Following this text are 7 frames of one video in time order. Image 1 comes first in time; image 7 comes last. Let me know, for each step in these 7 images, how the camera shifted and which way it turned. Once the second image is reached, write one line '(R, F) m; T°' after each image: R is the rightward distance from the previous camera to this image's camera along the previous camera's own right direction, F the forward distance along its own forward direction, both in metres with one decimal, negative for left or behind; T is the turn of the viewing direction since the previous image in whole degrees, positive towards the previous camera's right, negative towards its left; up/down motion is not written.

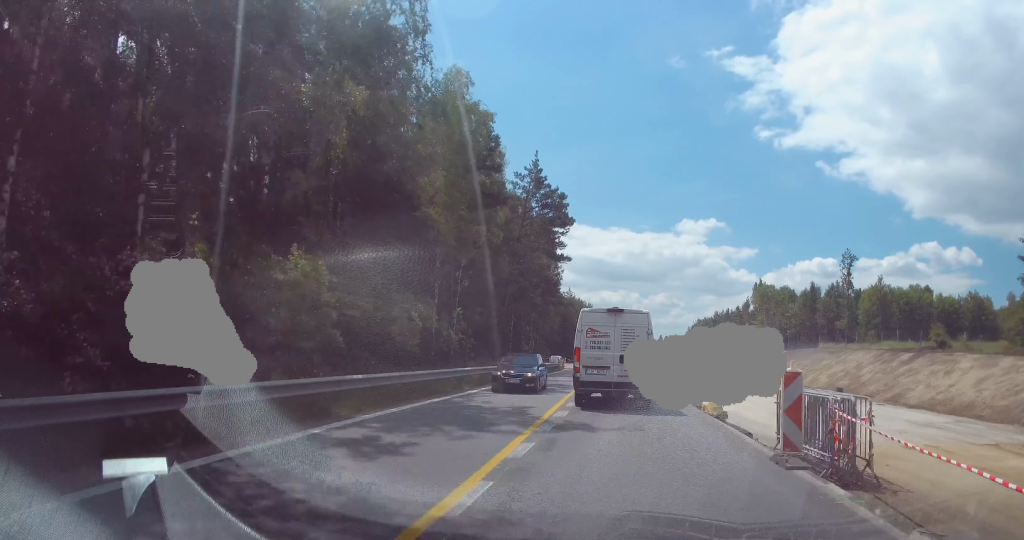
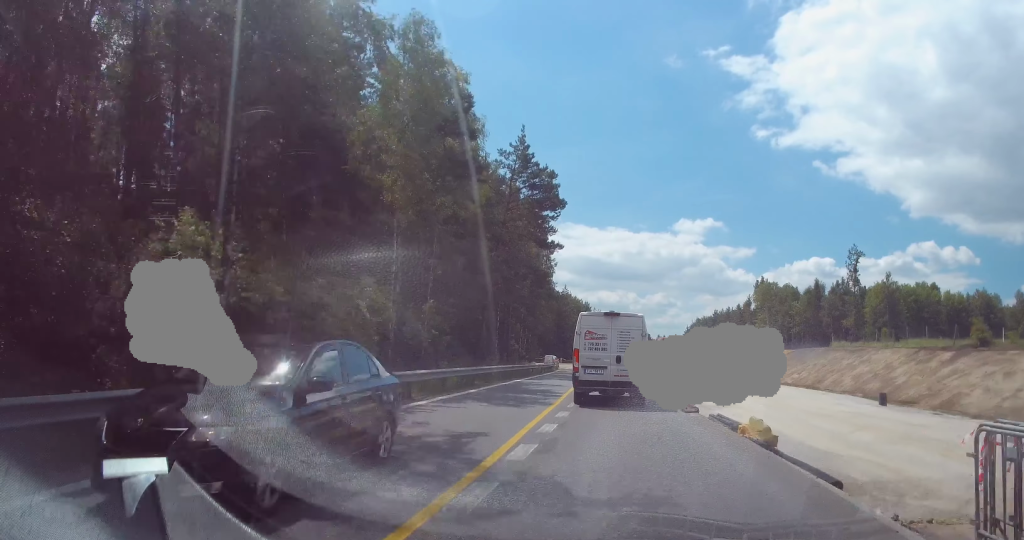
(0.0, +5.9) m; 0°
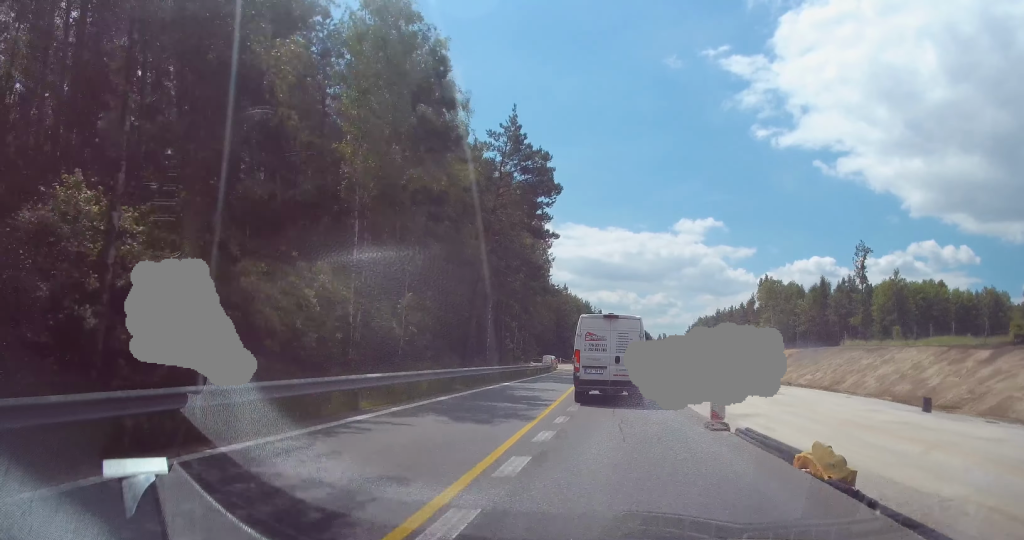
(+0.2, +4.3) m; 0°
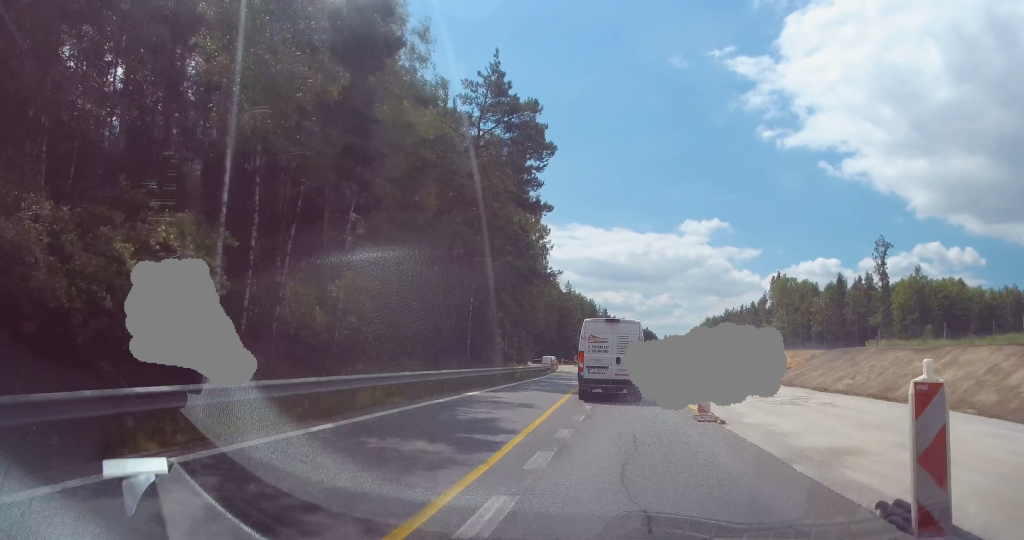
(-0.2, +8.5) m; 0°
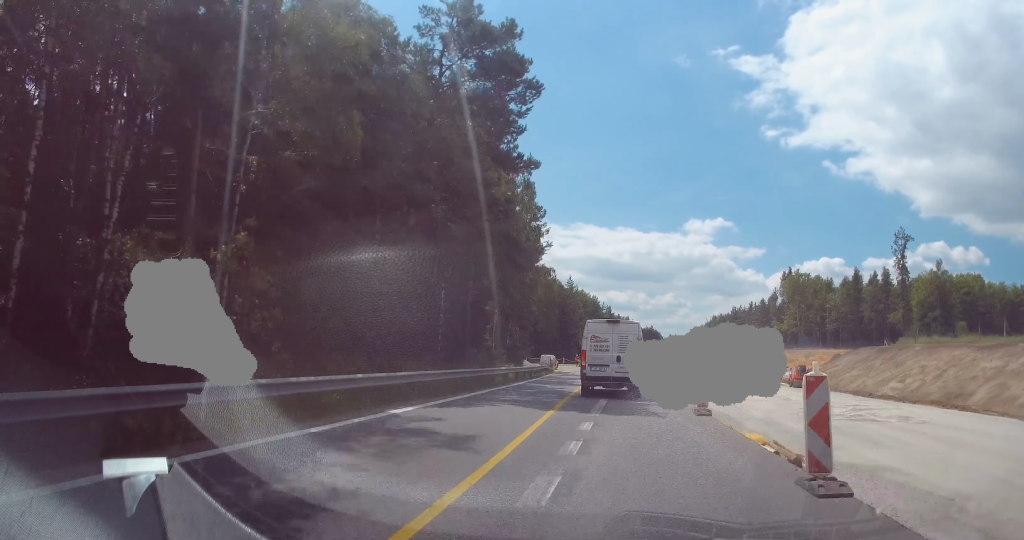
(+0.2, +8.1) m; 0°
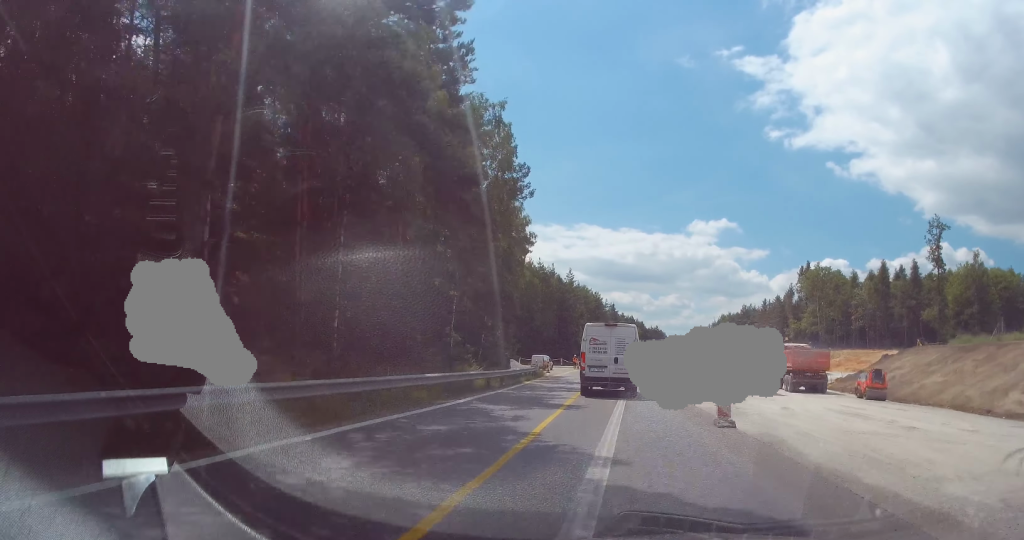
(-0.3, +13.3) m; -2°
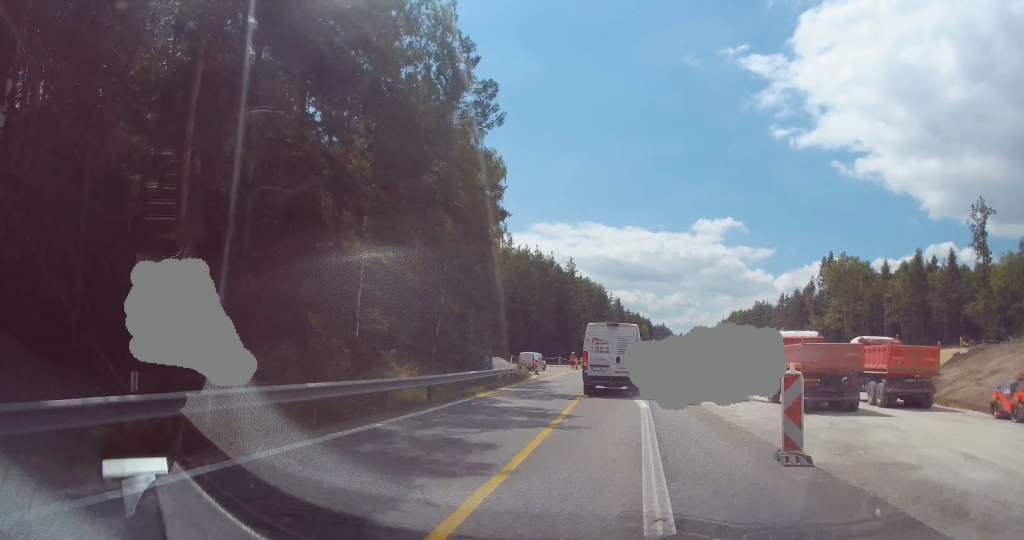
(+0.3, +13.7) m; +2°
